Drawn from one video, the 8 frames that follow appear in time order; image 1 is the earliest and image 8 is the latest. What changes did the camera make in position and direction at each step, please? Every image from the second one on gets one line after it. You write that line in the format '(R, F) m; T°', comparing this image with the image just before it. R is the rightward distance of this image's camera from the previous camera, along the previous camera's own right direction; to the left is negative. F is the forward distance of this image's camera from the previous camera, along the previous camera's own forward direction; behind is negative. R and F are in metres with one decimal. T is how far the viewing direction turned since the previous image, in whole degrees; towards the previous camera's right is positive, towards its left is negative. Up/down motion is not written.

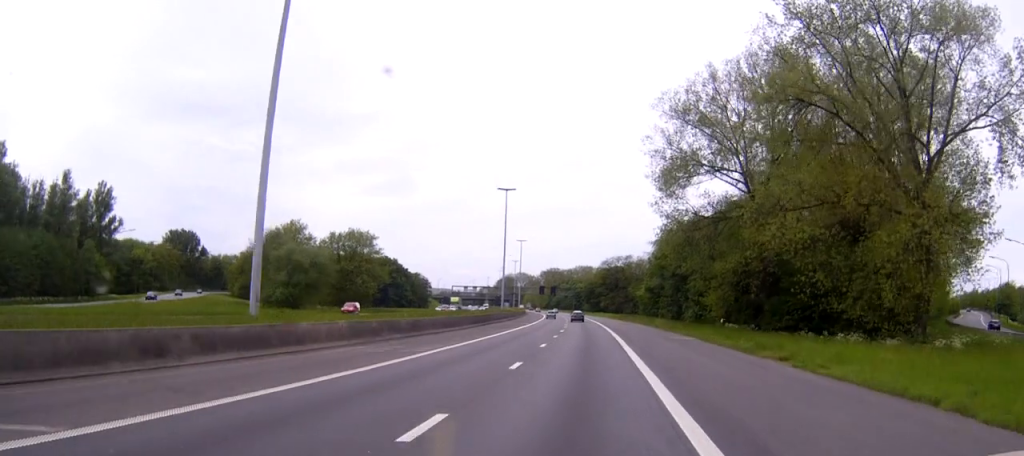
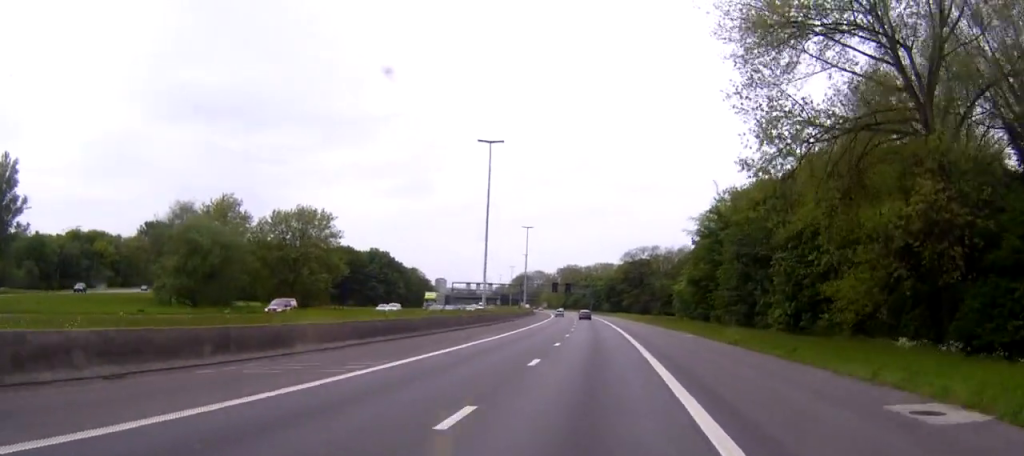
(-0.2, +37.1) m; -1°
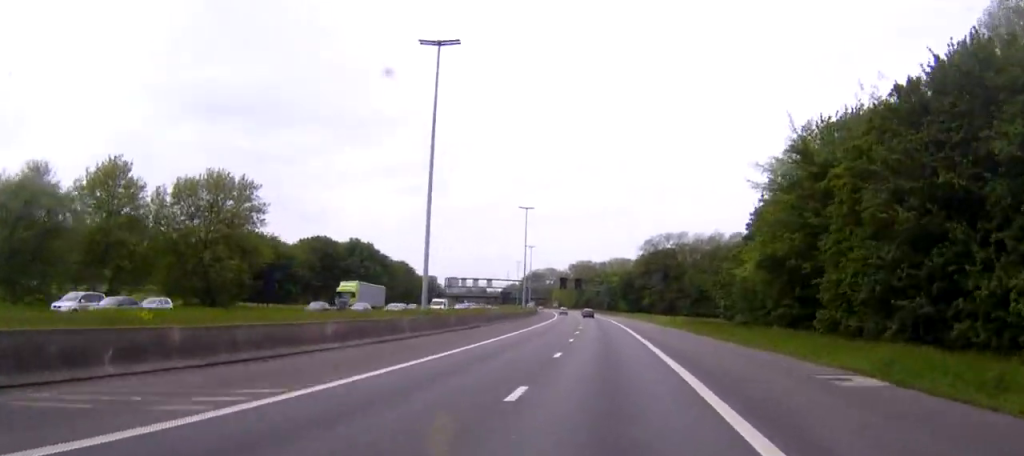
(-0.4, +36.3) m; -1°
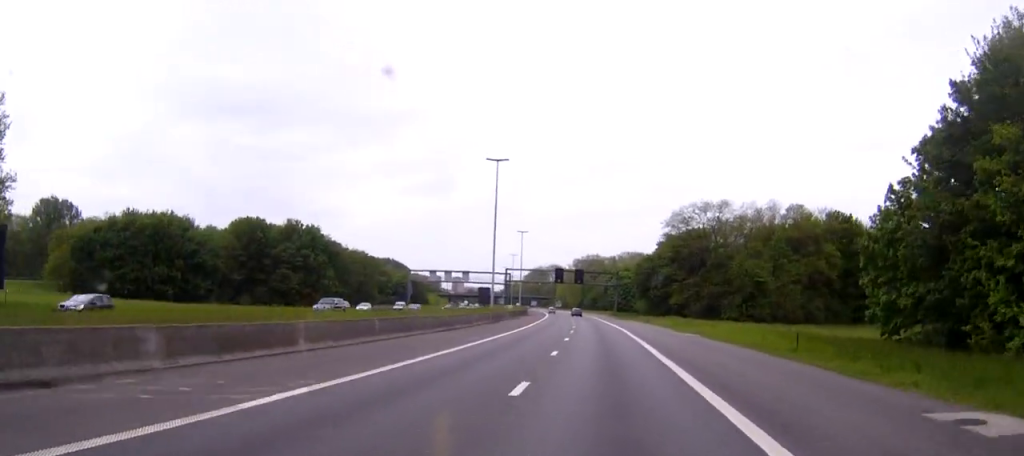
(-0.4, +55.6) m; -1°
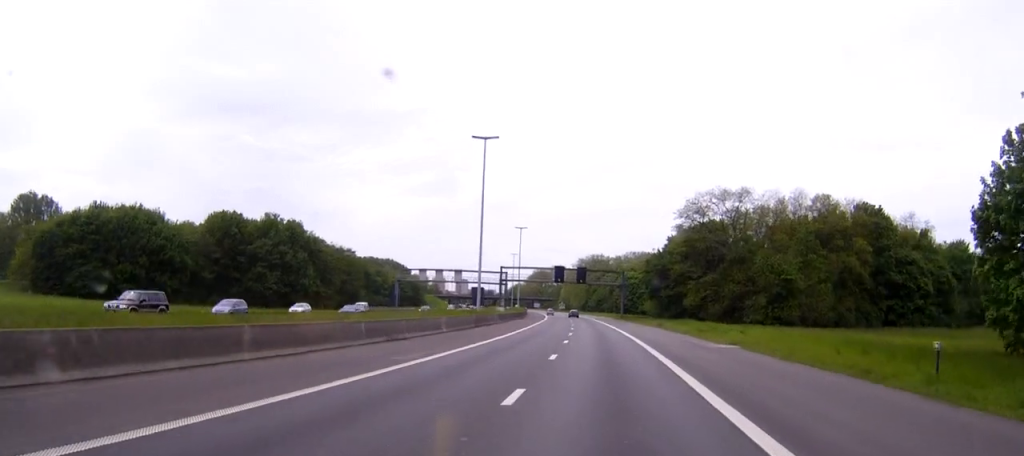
(-0.1, +15.0) m; -1°
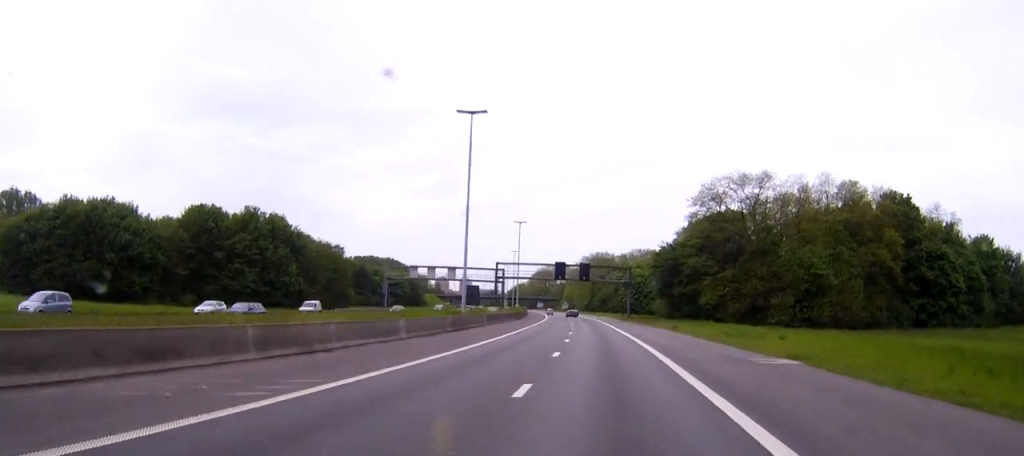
(-0.1, +11.9) m; -1°
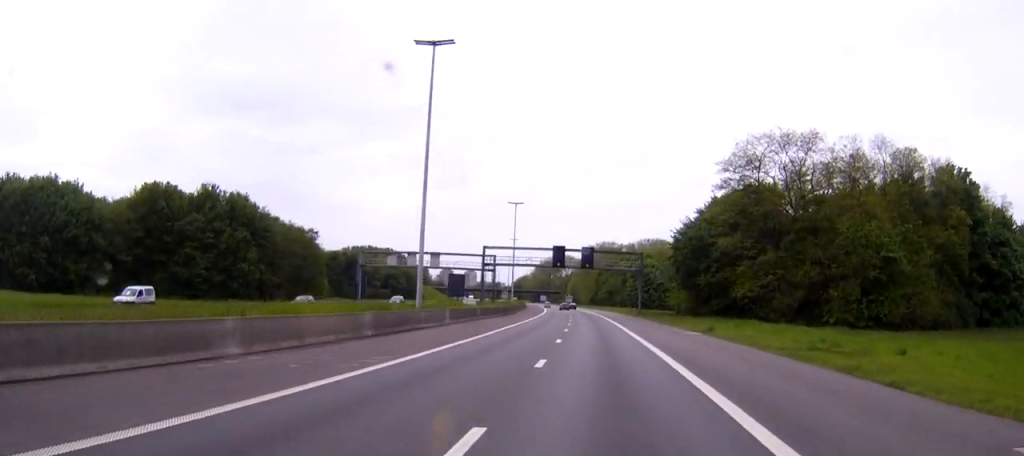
(-0.2, +19.8) m; -1°
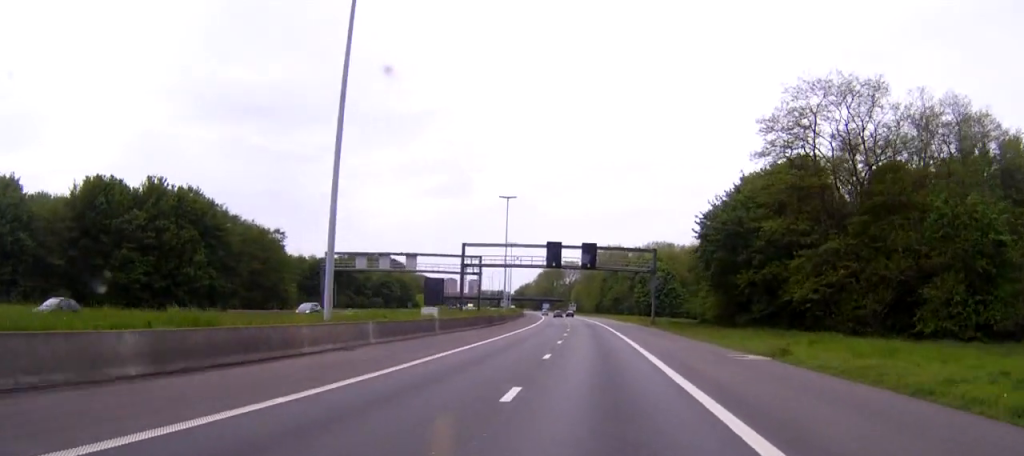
(-0.1, +19.0) m; 0°
